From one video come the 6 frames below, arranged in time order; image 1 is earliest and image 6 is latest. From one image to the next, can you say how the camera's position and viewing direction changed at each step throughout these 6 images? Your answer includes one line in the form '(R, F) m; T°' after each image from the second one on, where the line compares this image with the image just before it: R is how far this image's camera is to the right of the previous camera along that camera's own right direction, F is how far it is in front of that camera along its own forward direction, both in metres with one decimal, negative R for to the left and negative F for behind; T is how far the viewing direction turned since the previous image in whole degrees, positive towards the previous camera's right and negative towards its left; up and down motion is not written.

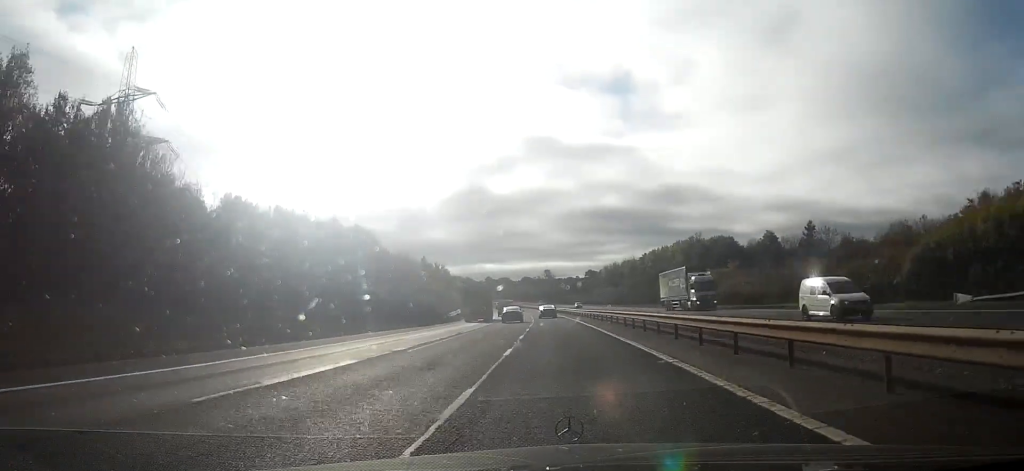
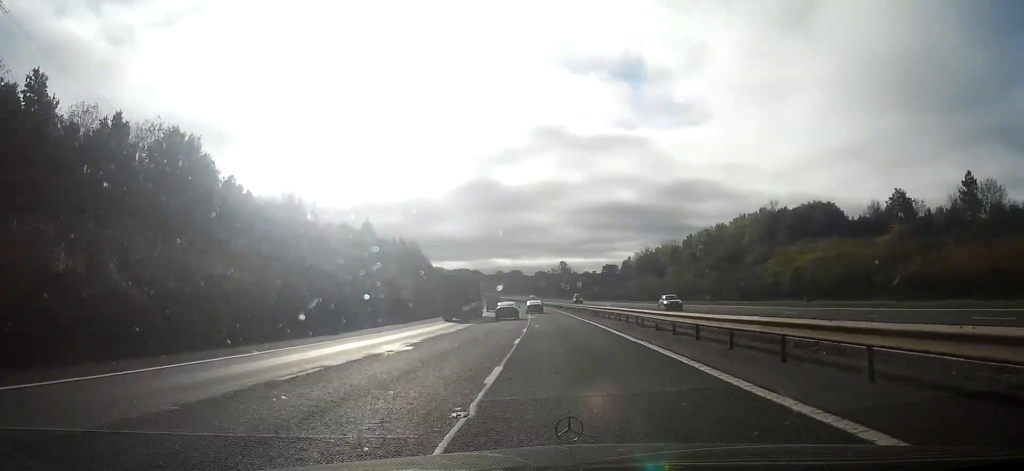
(-0.4, +50.2) m; -1°
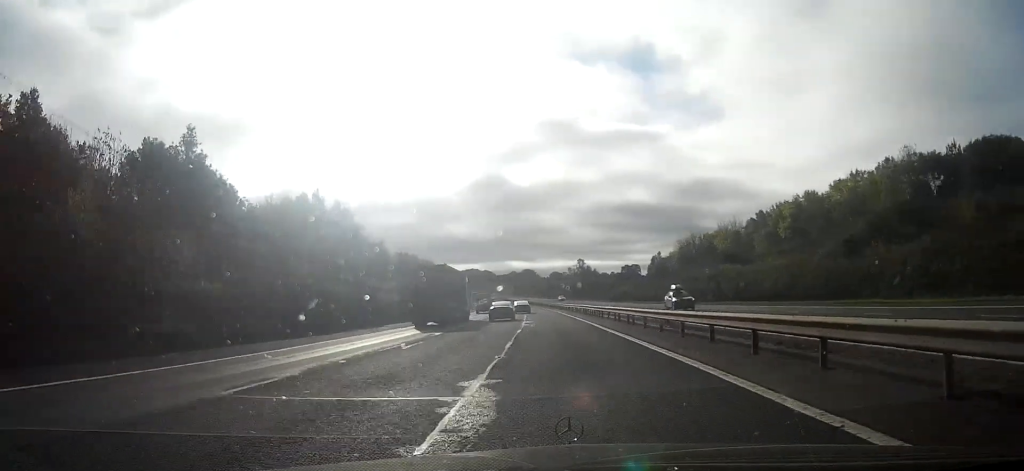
(-0.5, +46.8) m; -2°
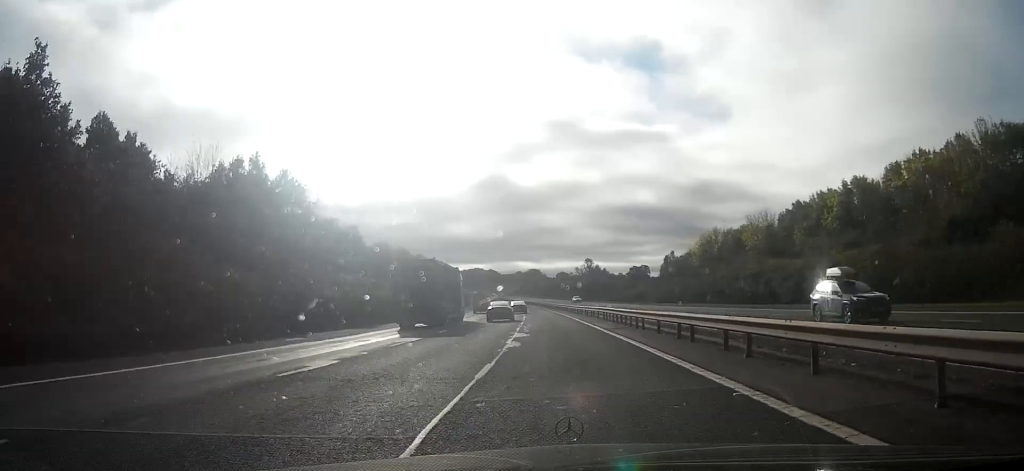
(-0.2, +15.9) m; -1°
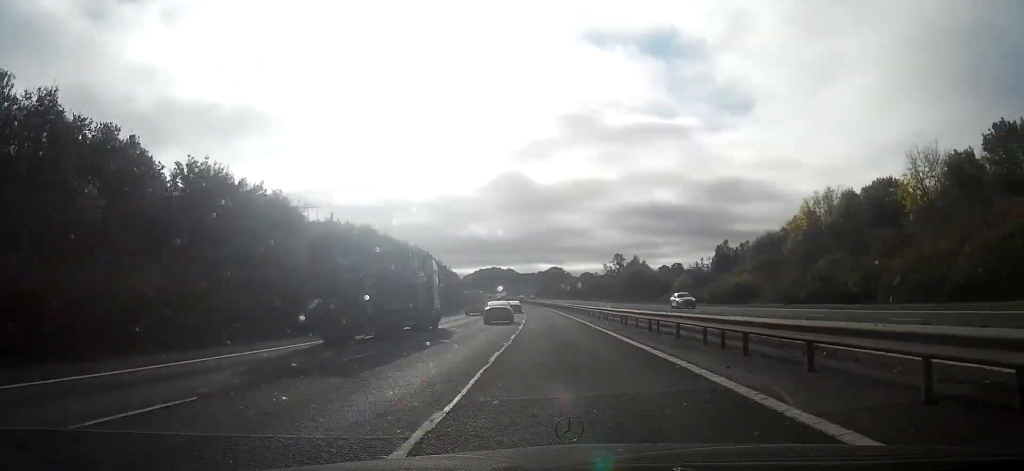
(-0.7, +51.2) m; -2°
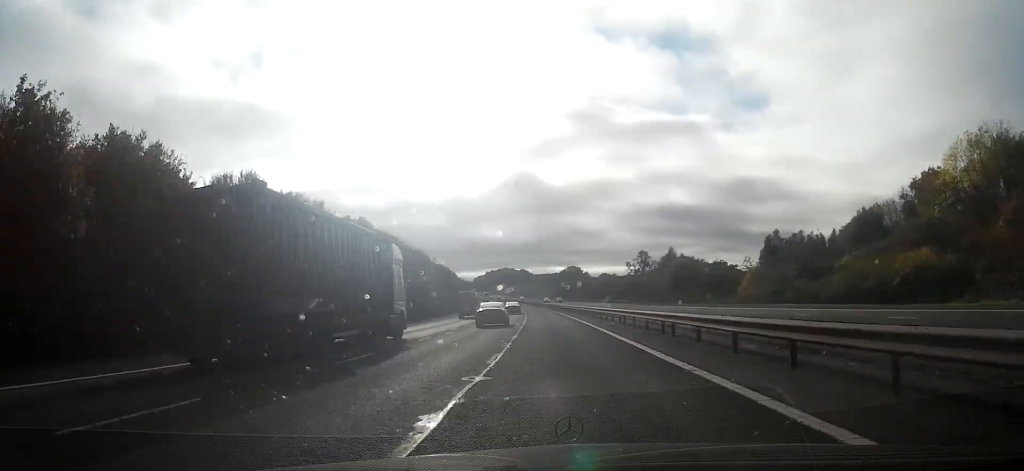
(-0.5, +36.0) m; -1°
